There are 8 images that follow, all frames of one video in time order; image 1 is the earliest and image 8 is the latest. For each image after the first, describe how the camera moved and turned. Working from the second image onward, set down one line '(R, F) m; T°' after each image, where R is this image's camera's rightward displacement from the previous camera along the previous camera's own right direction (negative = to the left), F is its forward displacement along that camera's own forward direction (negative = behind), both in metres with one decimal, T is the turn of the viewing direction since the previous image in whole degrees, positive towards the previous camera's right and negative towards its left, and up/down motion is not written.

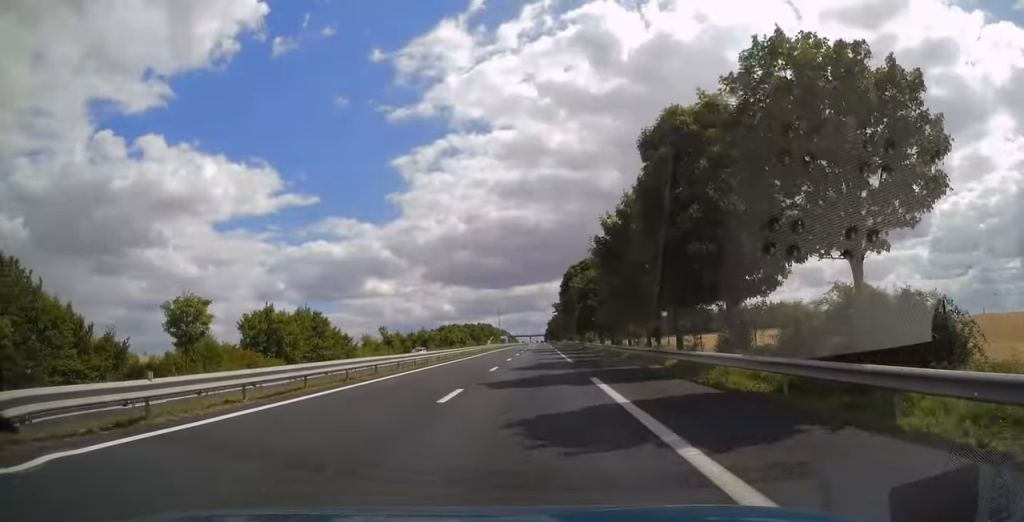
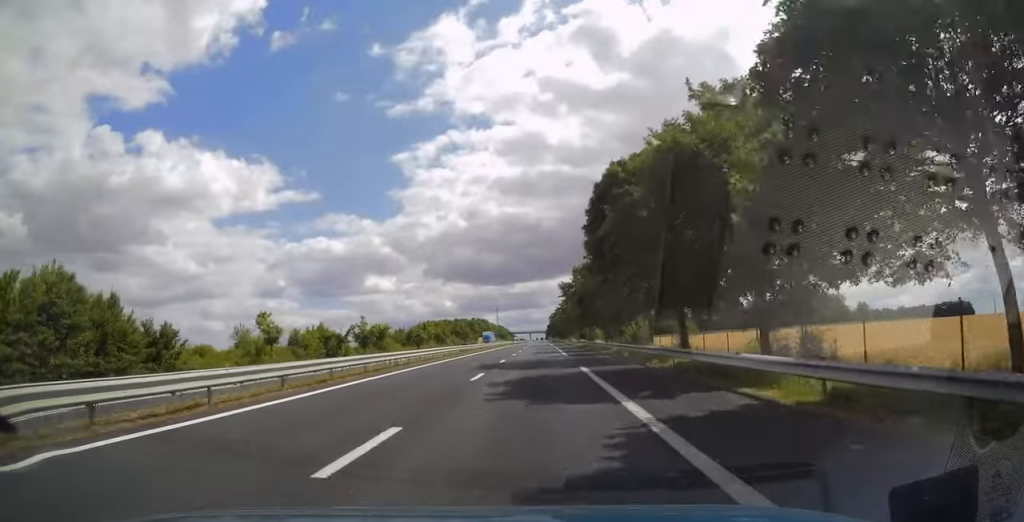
(0.0, +46.6) m; 0°
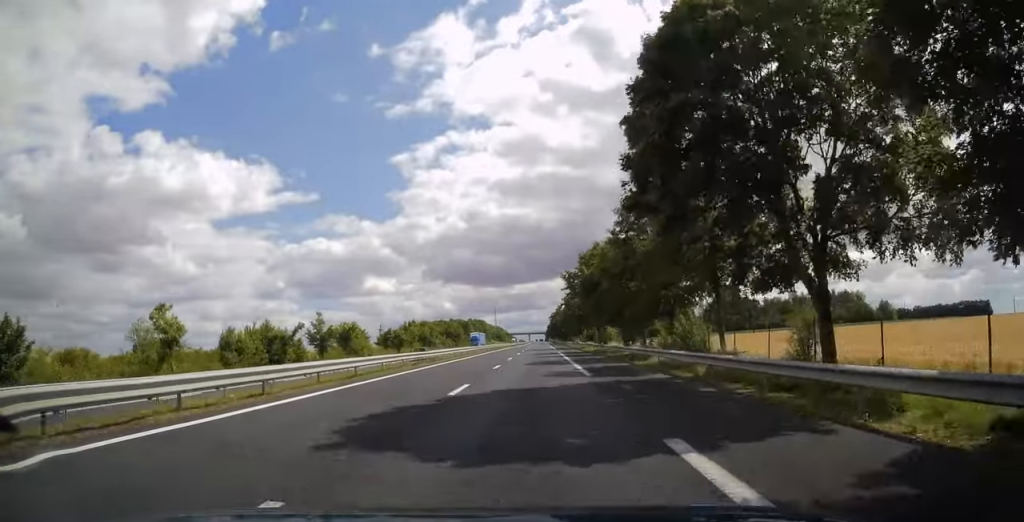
(0.0, +18.4) m; 0°
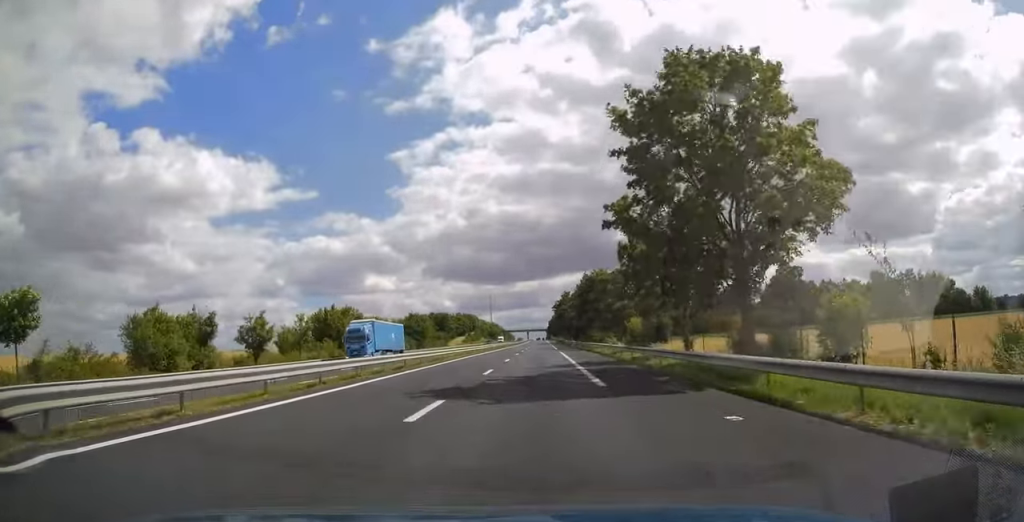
(0.0, +60.9) m; 0°
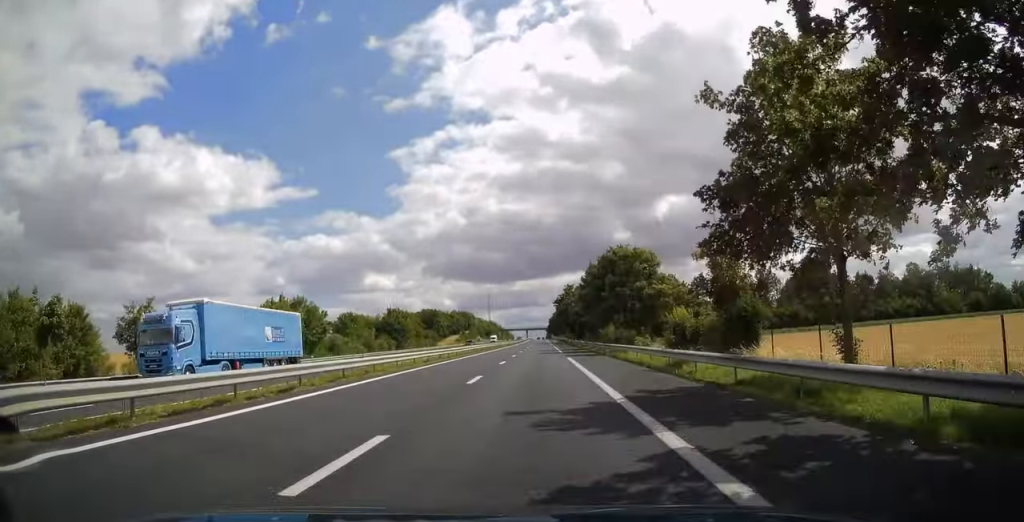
(0.0, +16.4) m; 0°
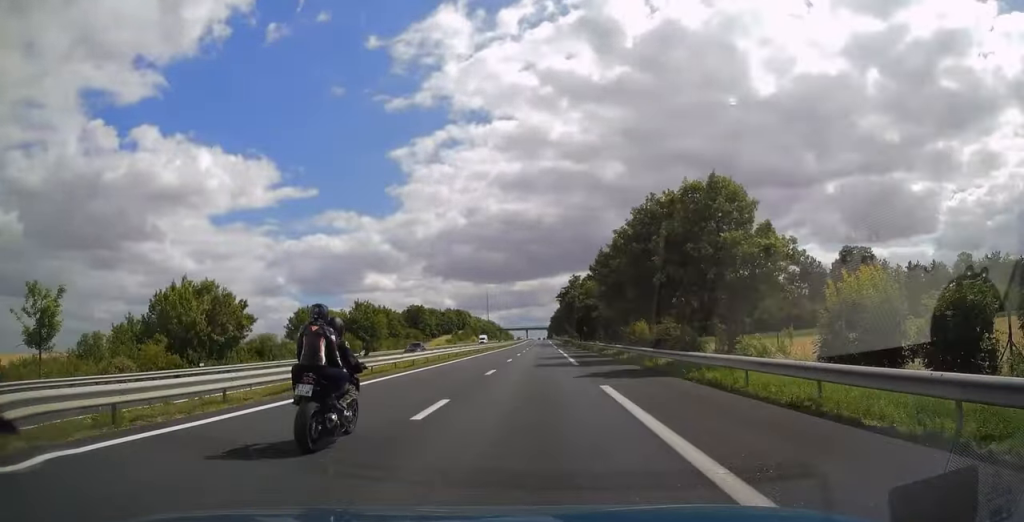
(0.0, +18.4) m; 0°
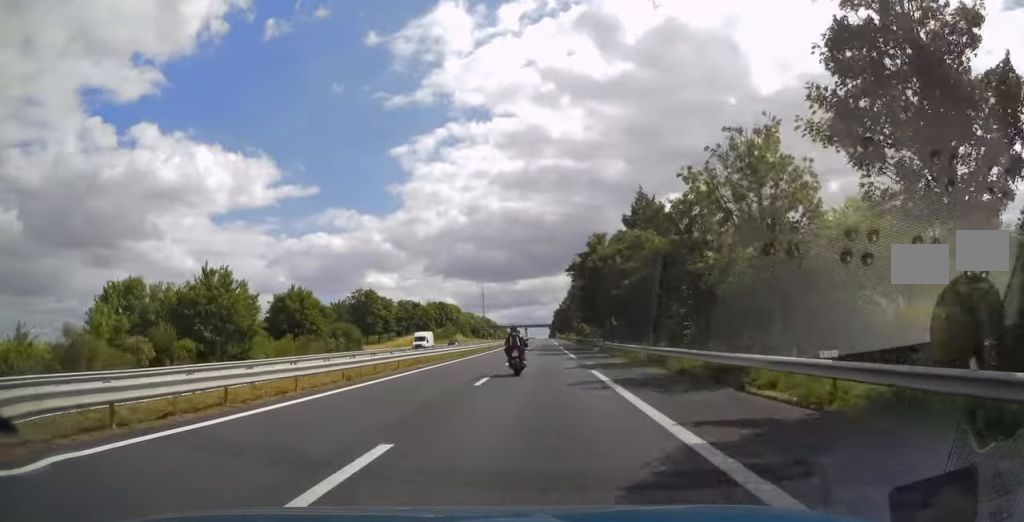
(0.0, +40.6) m; 0°
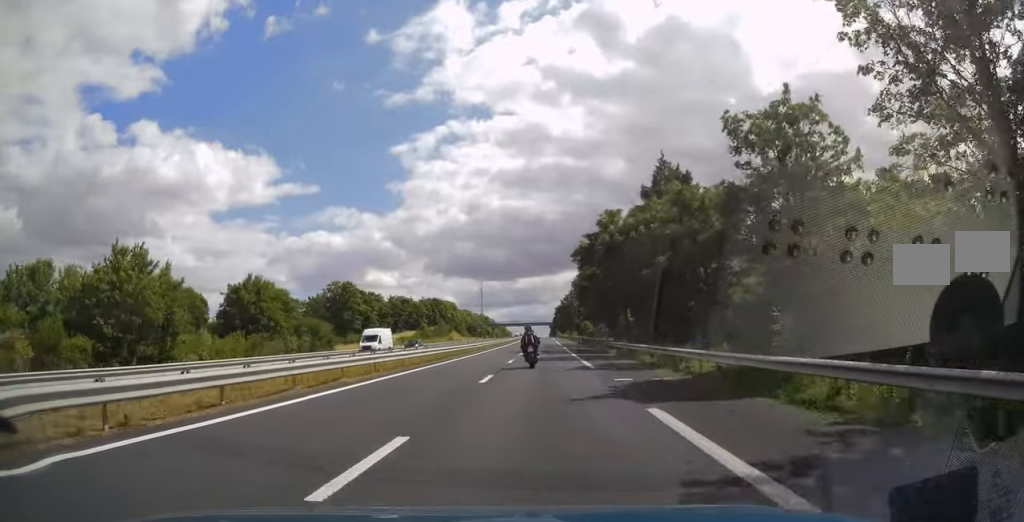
(0.0, +11.8) m; 0°
